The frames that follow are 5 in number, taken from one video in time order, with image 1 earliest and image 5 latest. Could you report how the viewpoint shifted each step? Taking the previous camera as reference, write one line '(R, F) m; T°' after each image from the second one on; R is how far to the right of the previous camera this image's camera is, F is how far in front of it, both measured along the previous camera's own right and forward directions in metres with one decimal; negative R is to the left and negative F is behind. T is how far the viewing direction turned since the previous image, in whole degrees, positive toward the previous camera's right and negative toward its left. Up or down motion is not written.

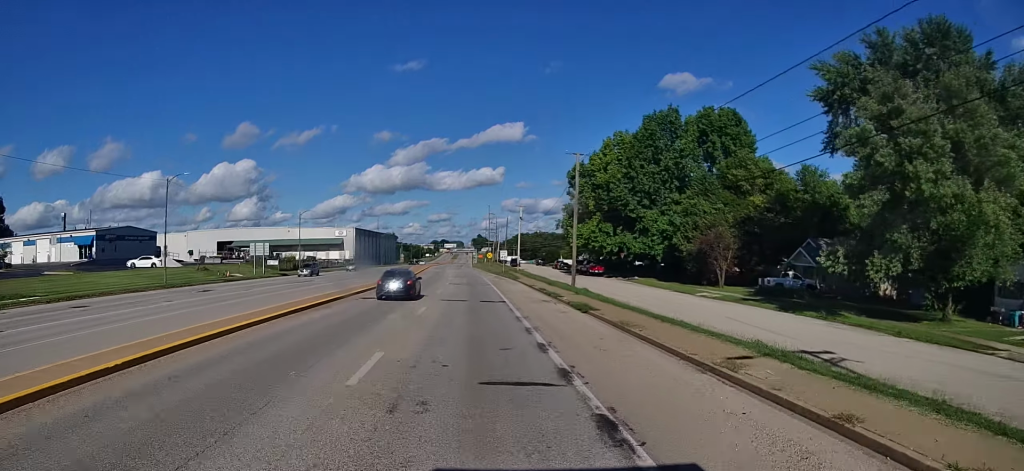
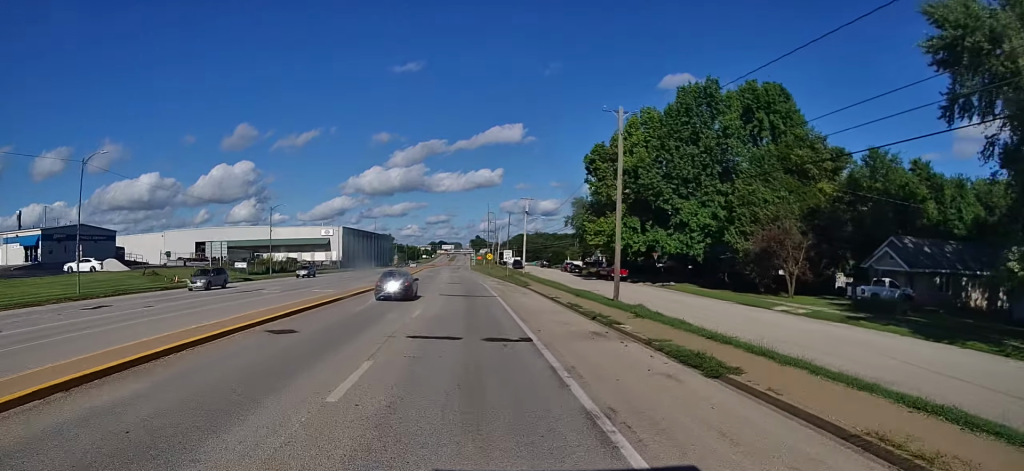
(0.0, +12.8) m; +1°
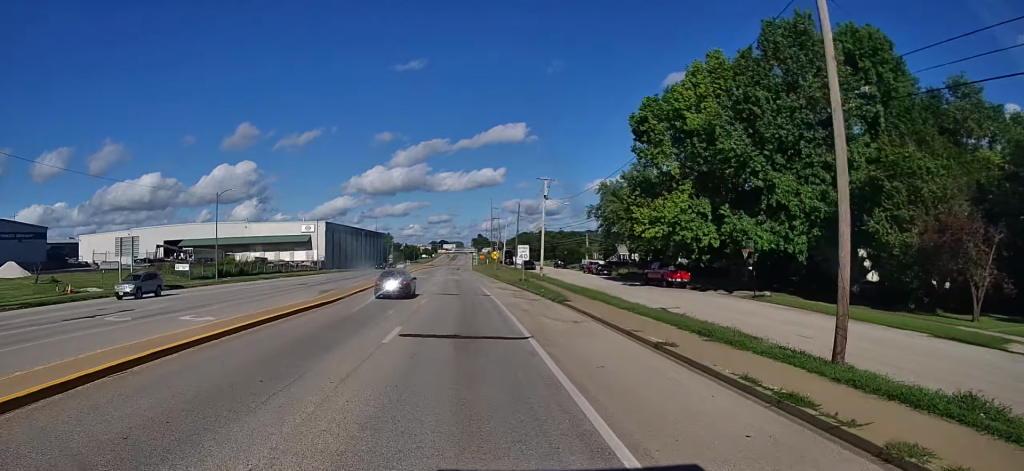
(+0.3, +18.1) m; 0°
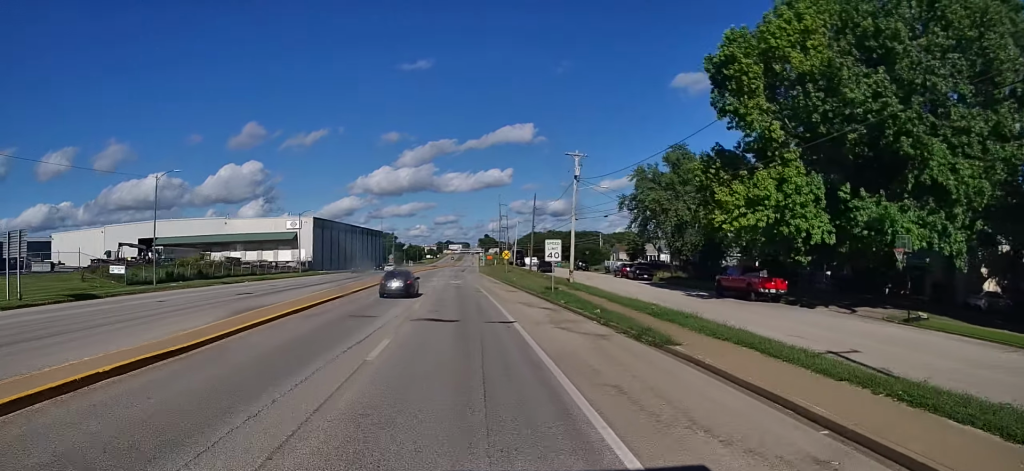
(-0.3, +14.2) m; 0°
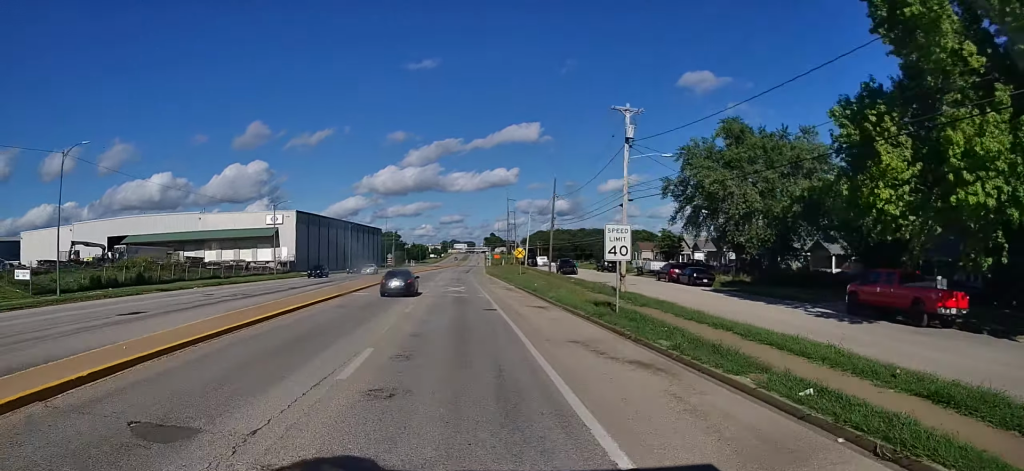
(+0.2, +14.1) m; 0°
